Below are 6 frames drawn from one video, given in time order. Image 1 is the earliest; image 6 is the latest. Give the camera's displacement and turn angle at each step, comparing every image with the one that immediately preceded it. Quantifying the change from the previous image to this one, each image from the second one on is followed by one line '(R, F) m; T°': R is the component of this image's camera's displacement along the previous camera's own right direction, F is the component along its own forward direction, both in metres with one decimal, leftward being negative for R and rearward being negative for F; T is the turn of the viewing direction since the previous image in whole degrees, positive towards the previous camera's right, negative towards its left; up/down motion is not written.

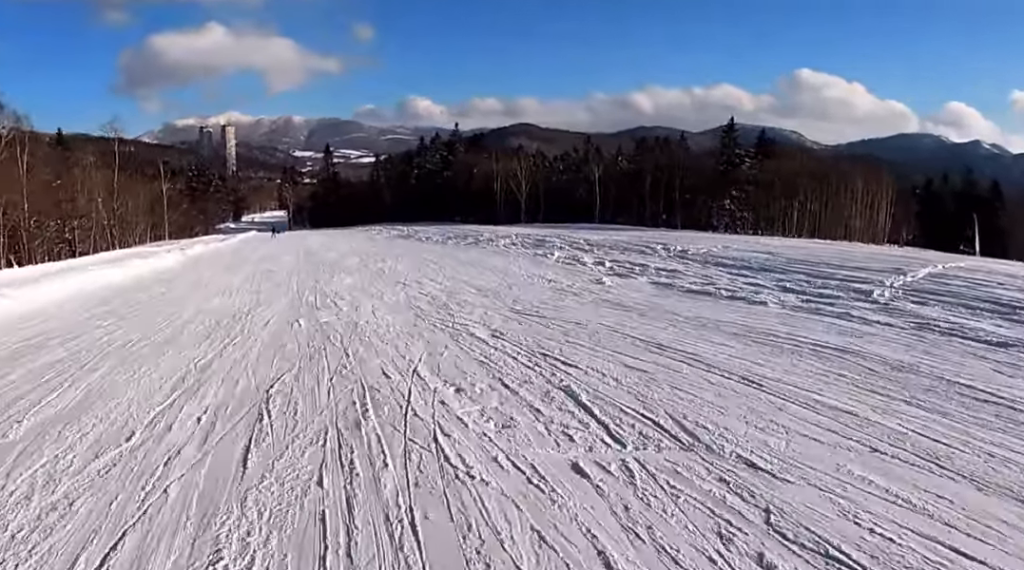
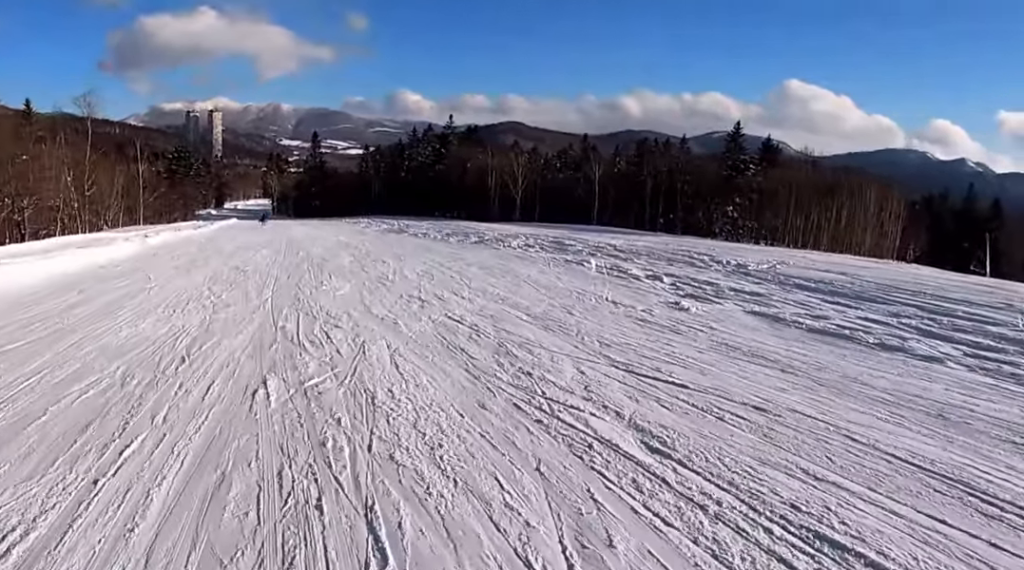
(0.0, +5.3) m; 0°
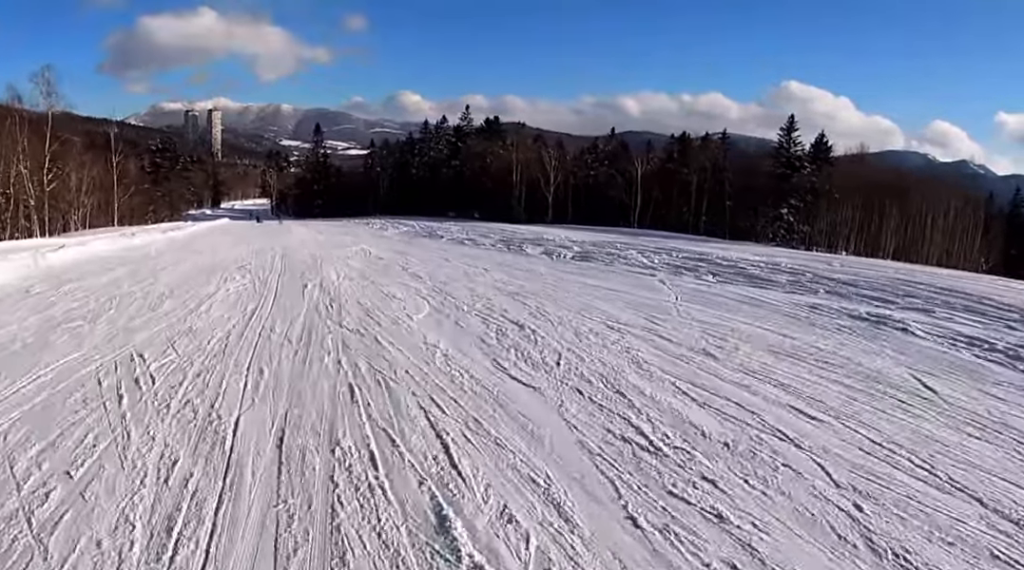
(-0.1, +13.1) m; -4°
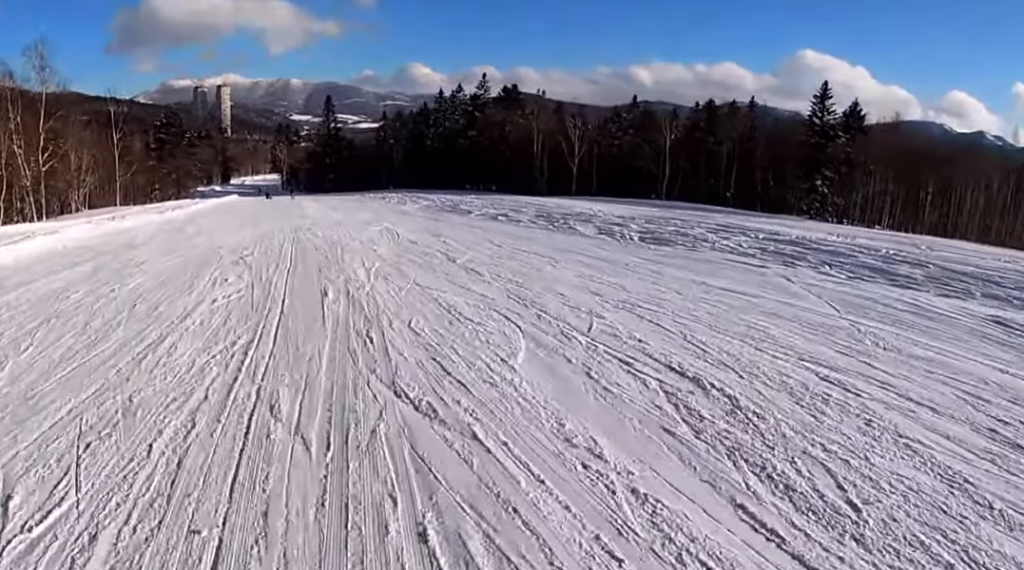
(-0.2, +4.0) m; 0°
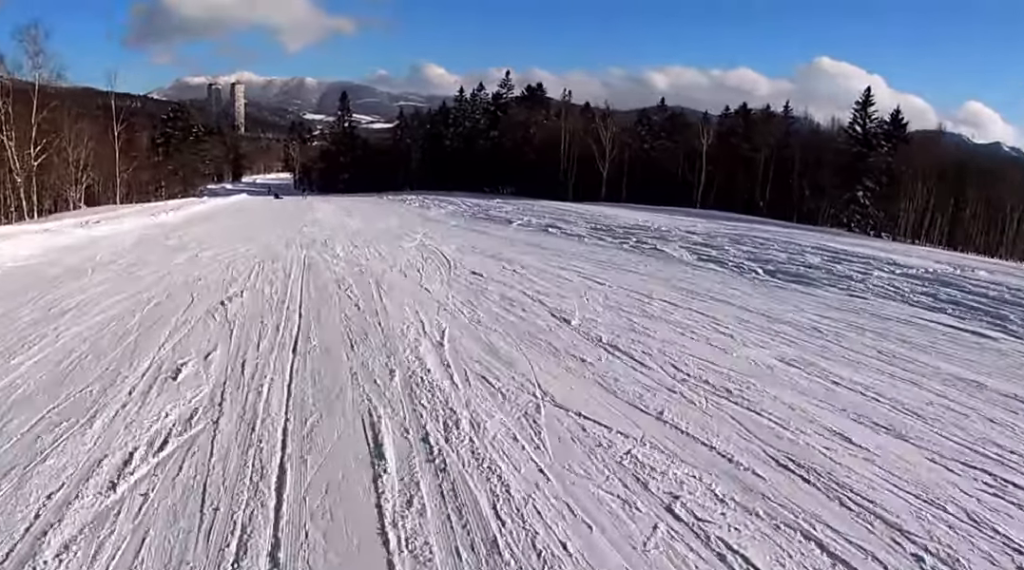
(-0.3, +5.3) m; 0°
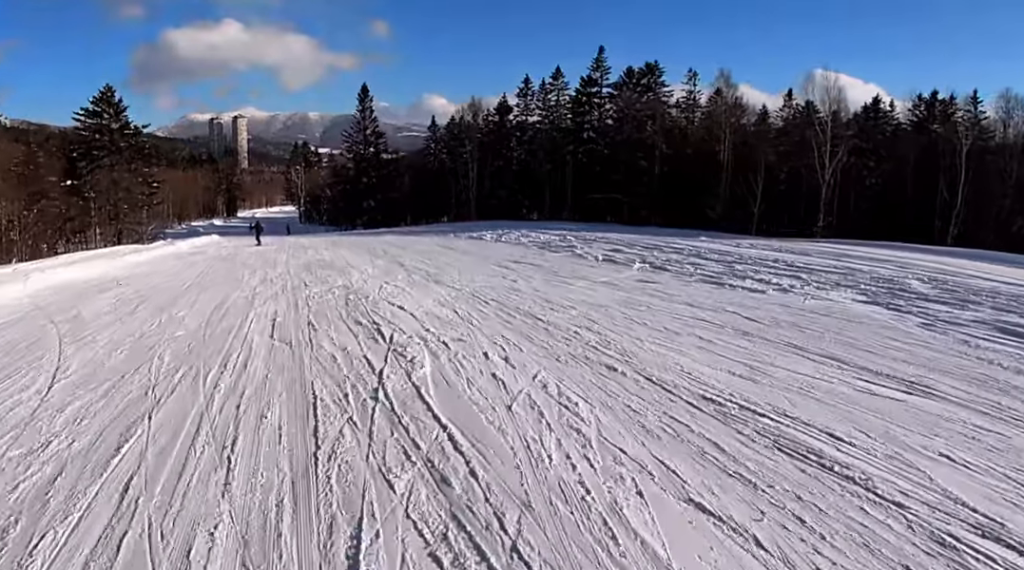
(+2.6, +38.0) m; +3°
